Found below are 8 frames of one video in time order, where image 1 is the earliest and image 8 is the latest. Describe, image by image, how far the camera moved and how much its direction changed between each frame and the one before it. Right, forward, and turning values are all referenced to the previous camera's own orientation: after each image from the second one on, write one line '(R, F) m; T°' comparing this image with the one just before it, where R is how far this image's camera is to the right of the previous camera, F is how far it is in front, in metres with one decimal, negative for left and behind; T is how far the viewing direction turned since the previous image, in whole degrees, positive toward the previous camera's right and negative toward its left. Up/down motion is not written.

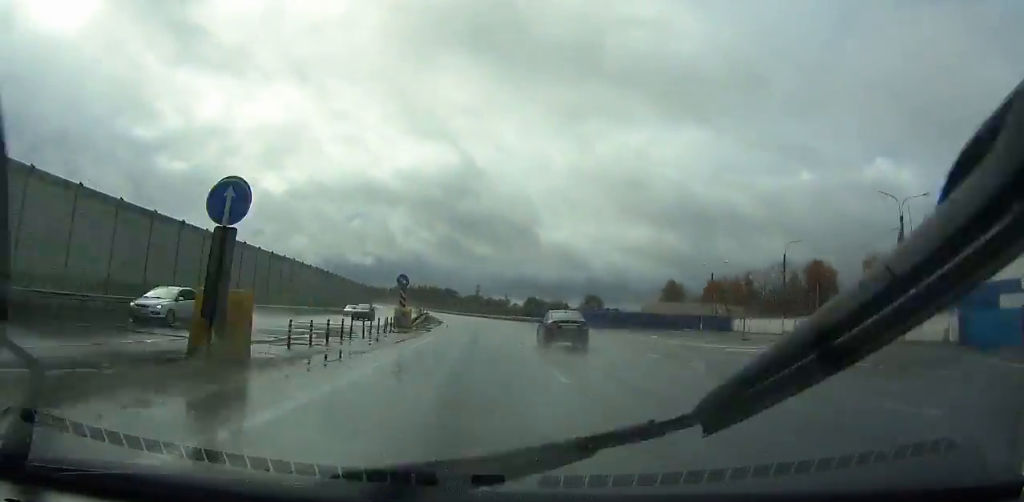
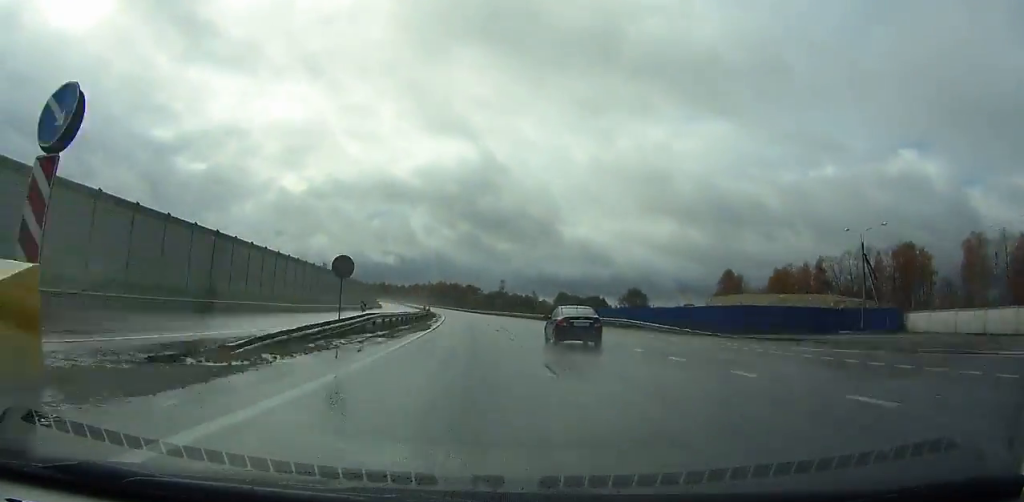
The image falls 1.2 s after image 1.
(-1.0, +35.6) m; -2°
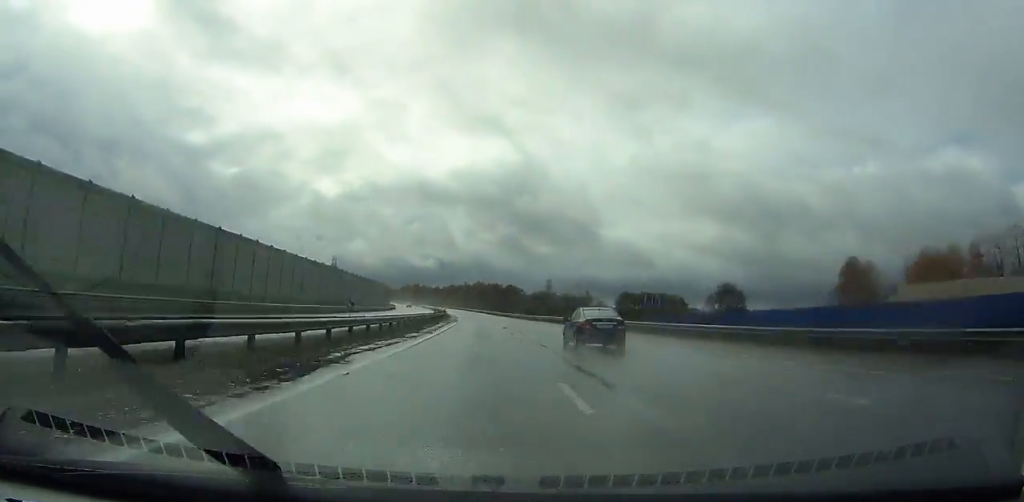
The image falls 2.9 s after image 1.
(-0.6, +50.5) m; -3°
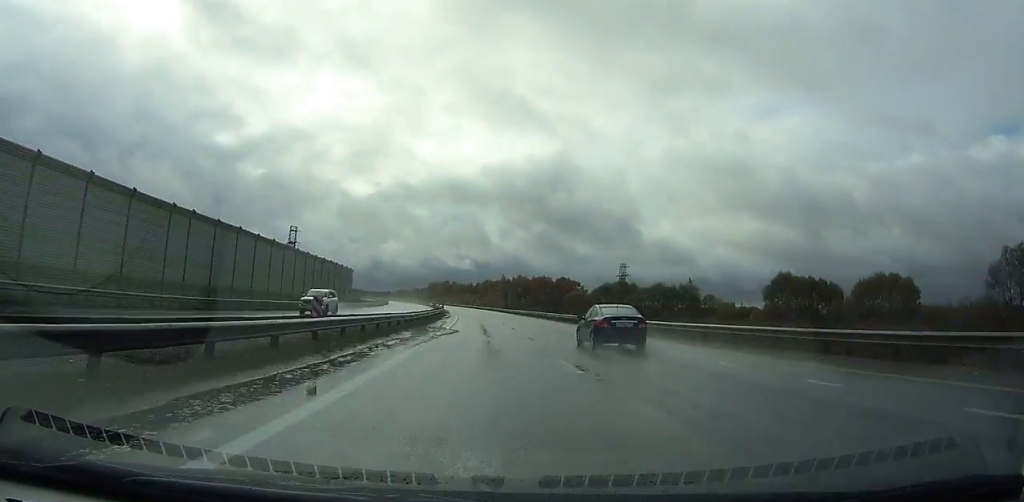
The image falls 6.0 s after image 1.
(-4.5, +92.4) m; -5°
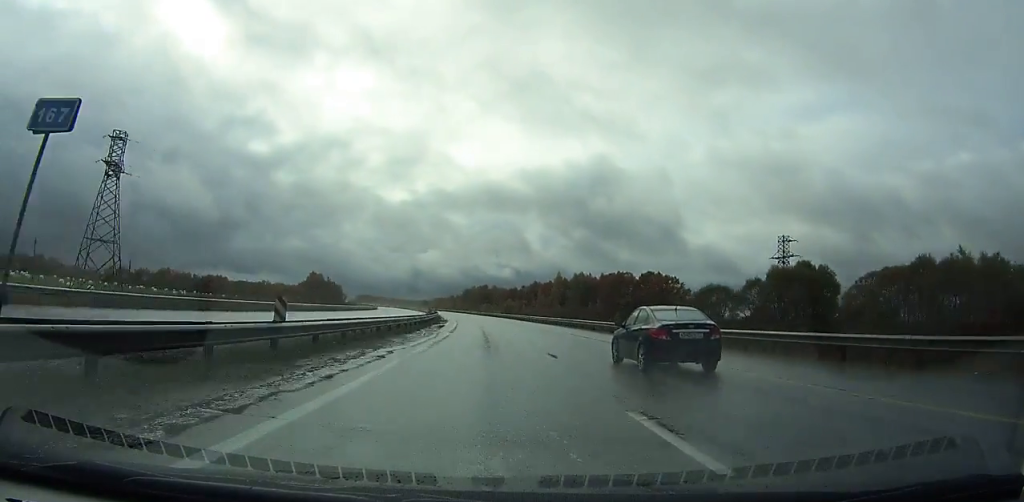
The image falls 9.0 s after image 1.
(-3.0, +90.7) m; -4°
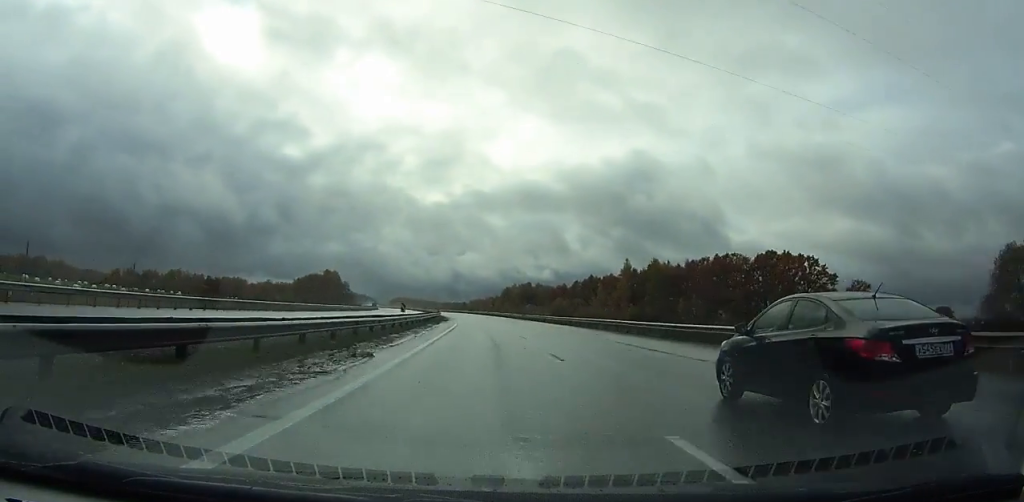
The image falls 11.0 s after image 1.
(-1.6, +61.4) m; -3°
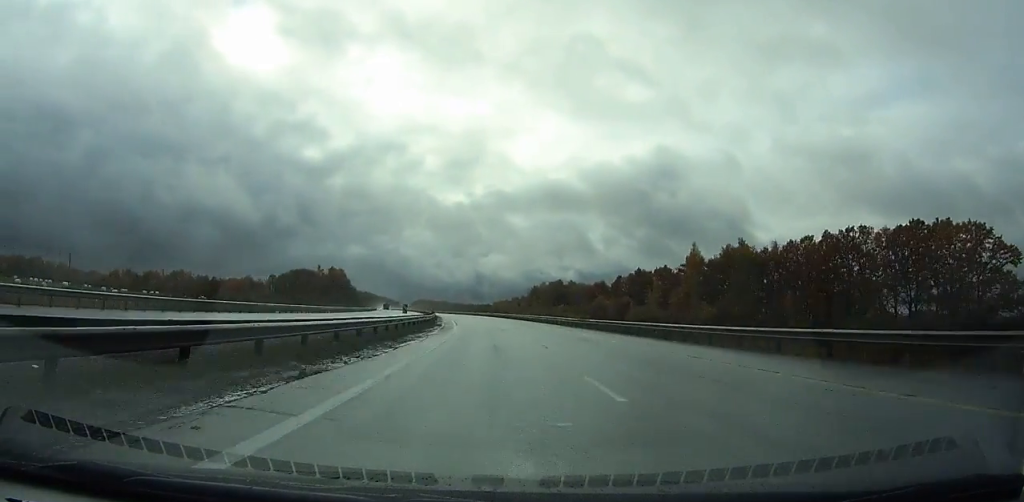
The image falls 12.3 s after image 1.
(-0.9, +40.2) m; -2°
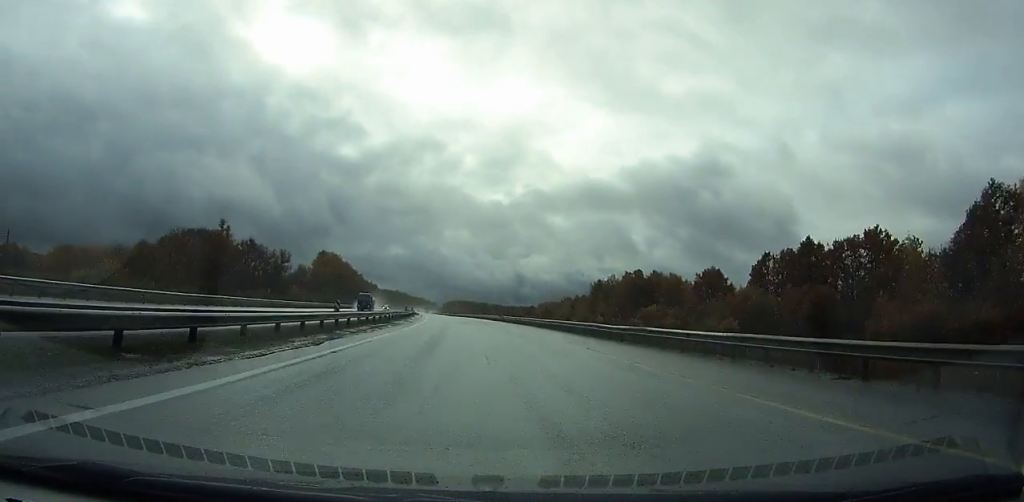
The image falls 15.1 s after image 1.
(-3.4, +87.0) m; -5°
